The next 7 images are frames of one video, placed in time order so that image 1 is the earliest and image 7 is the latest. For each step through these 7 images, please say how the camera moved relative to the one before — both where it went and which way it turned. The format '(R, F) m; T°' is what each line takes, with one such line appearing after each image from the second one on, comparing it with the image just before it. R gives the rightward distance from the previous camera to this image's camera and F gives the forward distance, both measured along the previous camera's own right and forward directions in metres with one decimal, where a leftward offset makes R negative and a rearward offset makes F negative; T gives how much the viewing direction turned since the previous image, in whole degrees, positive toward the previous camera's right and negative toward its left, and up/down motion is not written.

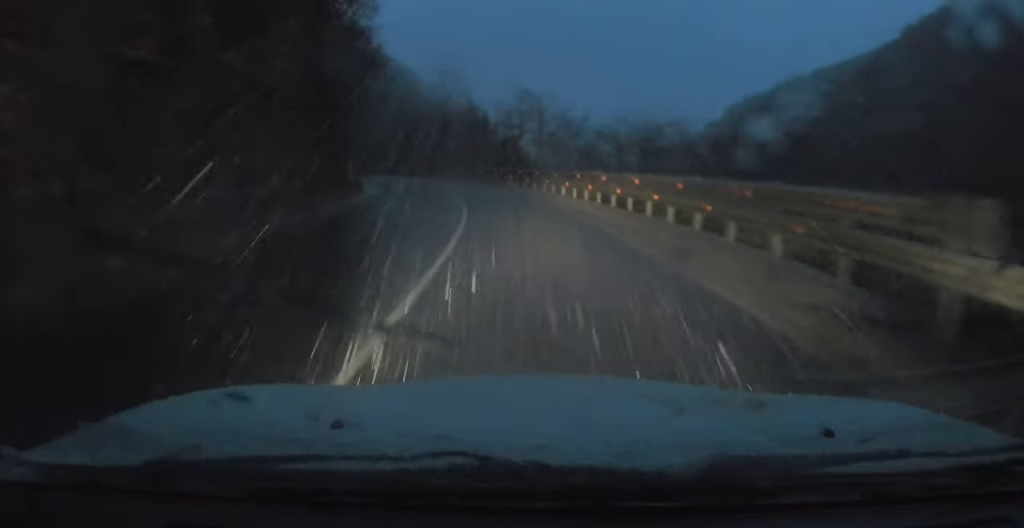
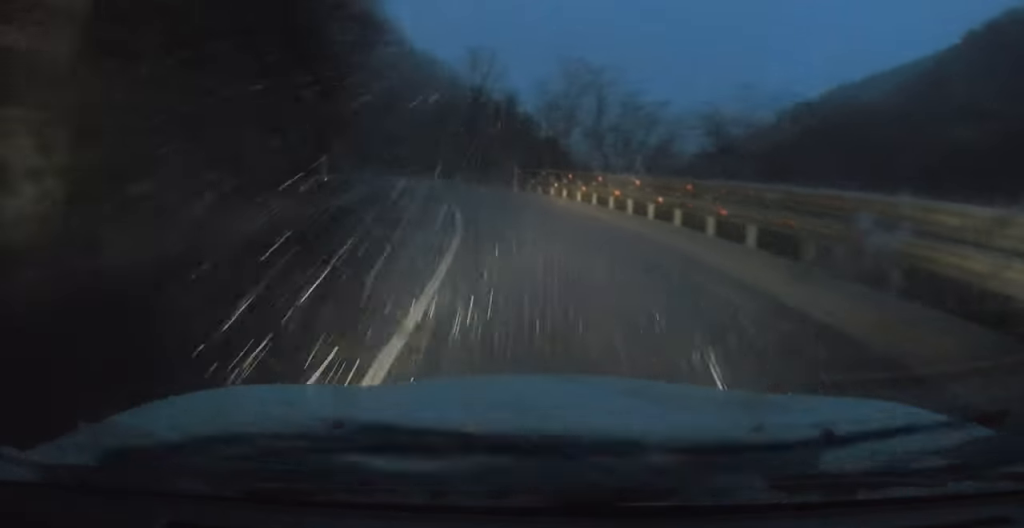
(-0.4, +12.8) m; -4°
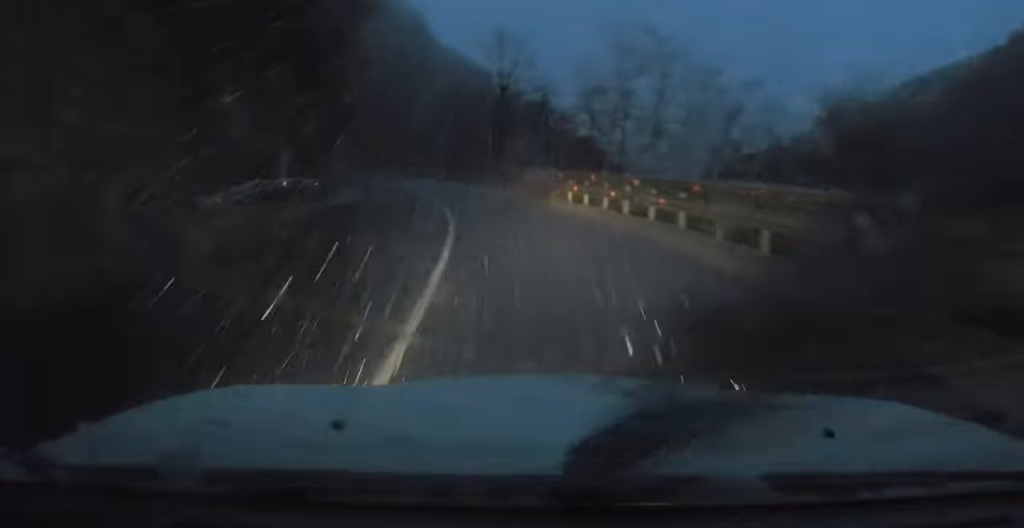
(-0.1, +8.7) m; -4°
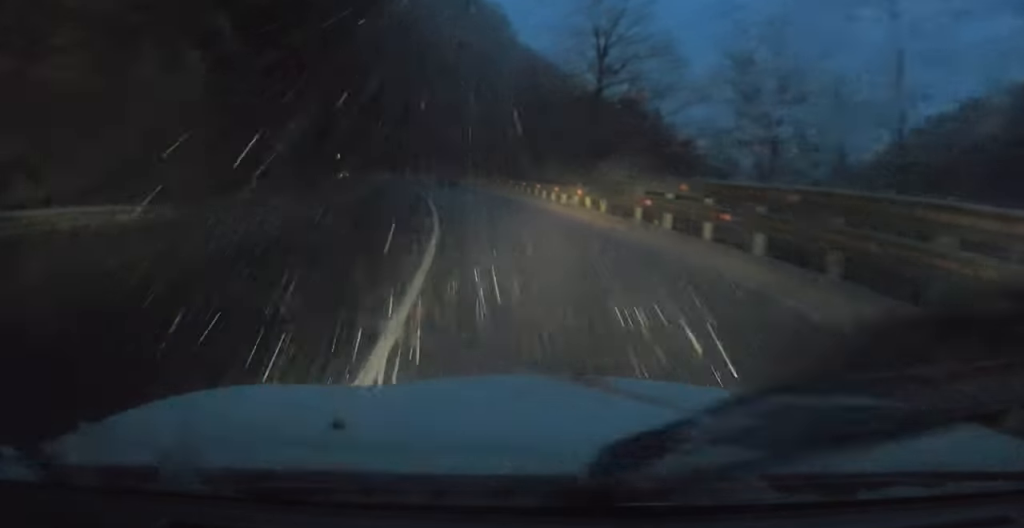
(-1.2, +16.0) m; -7°
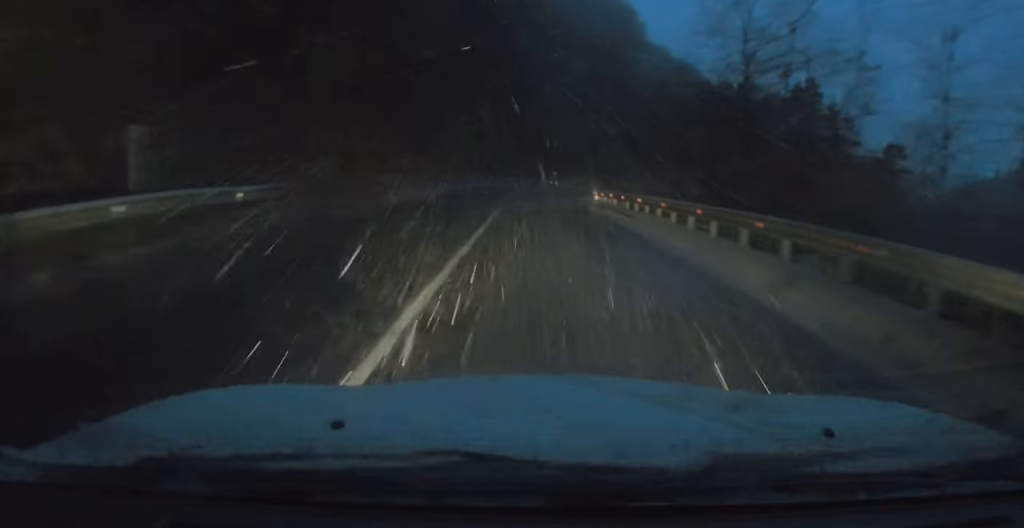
(-0.9, +25.7) m; -1°
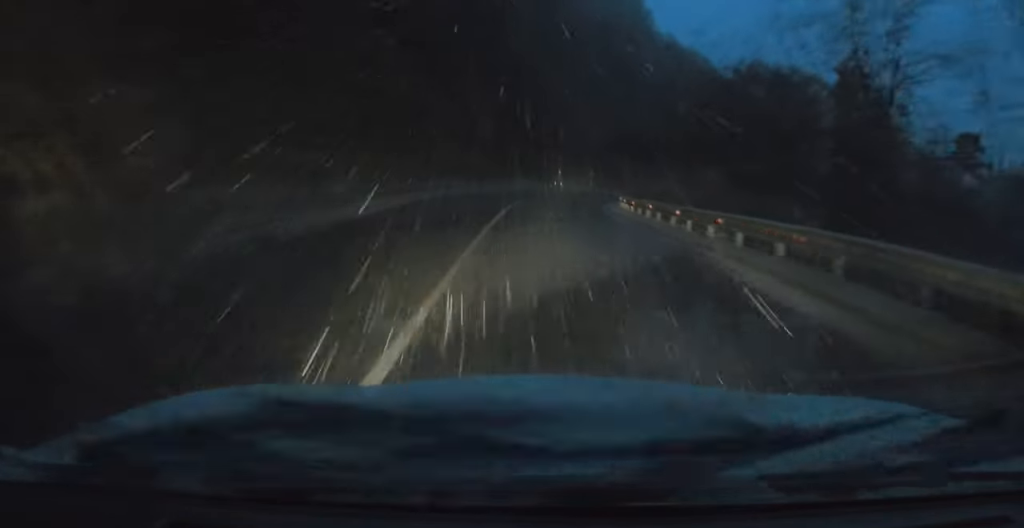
(+0.3, +13.7) m; +3°
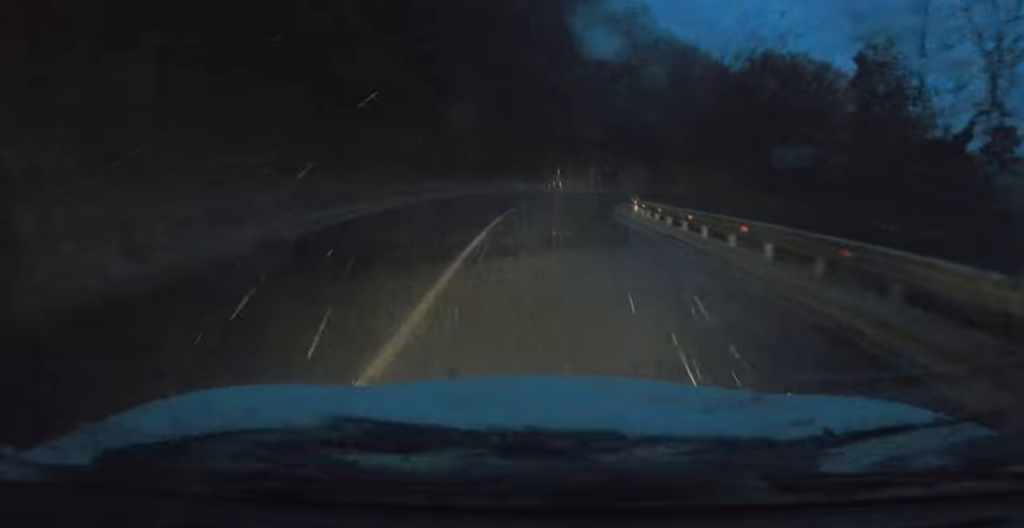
(+0.1, +5.7) m; +1°
